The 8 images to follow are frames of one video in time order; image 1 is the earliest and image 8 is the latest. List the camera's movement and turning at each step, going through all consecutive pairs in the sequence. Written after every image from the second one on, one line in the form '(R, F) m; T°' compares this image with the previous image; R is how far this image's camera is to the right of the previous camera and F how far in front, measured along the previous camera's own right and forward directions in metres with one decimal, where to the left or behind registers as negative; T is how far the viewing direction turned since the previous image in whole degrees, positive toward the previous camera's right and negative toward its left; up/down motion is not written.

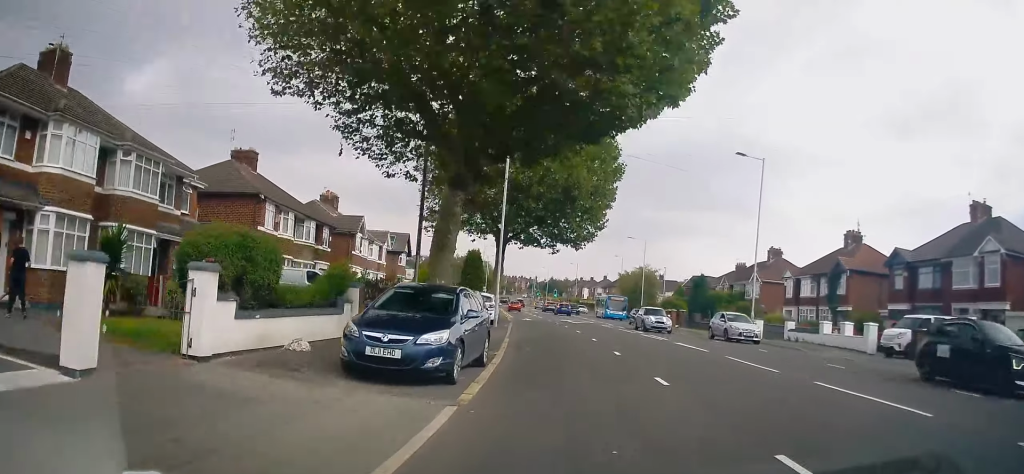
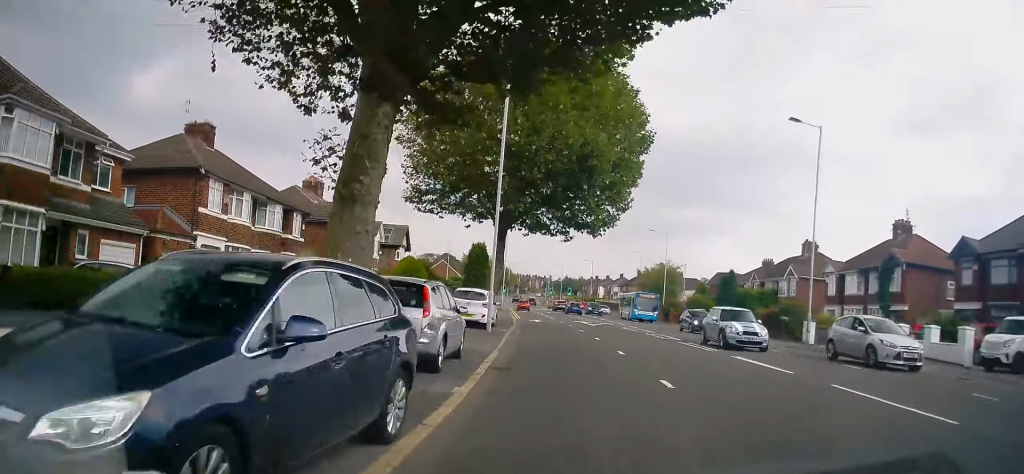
(+0.2, +6.5) m; -1°
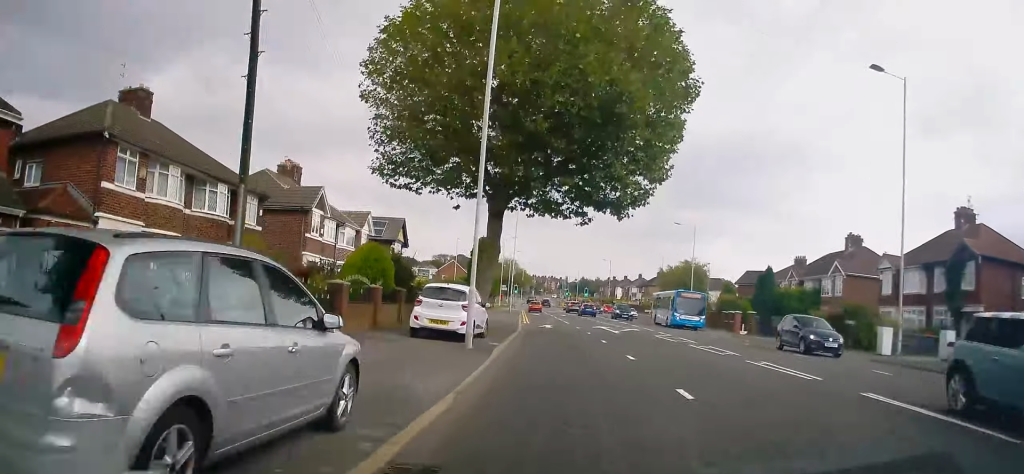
(-0.4, +7.0) m; -3°
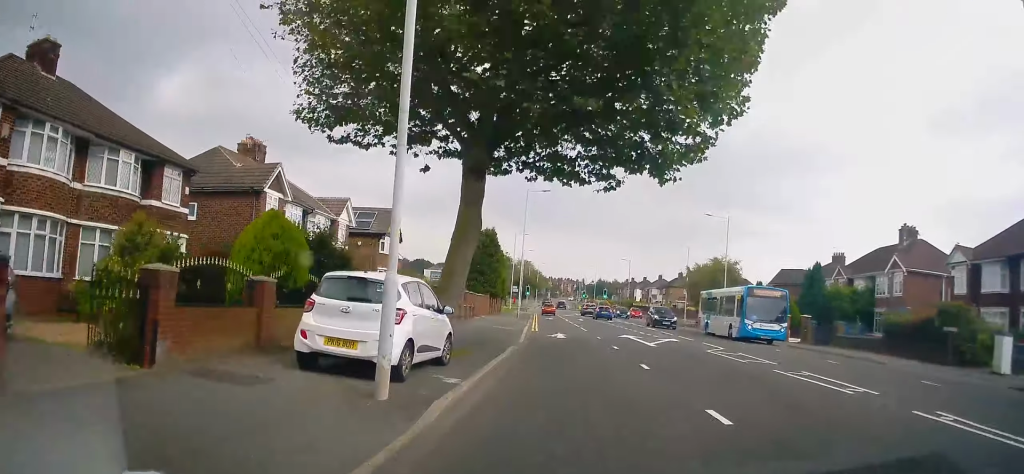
(-0.2, +7.5) m; -2°
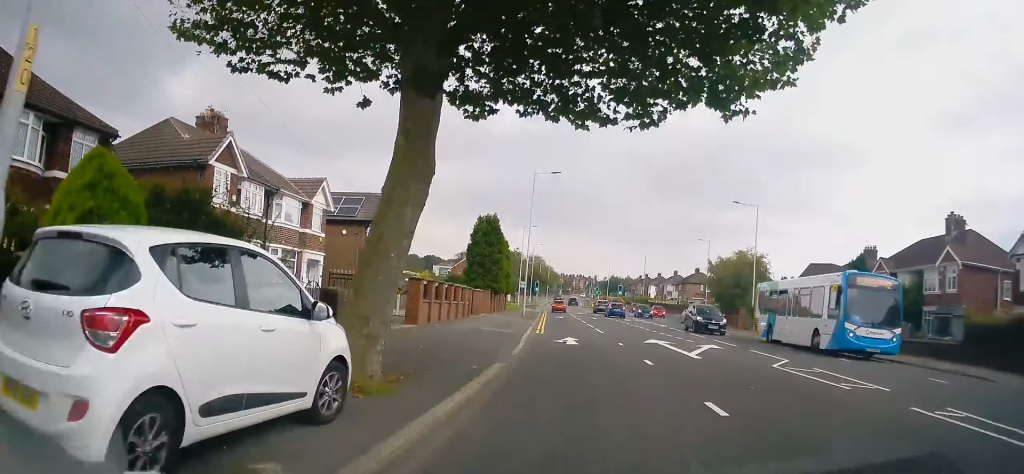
(0.0, +5.5) m; -1°
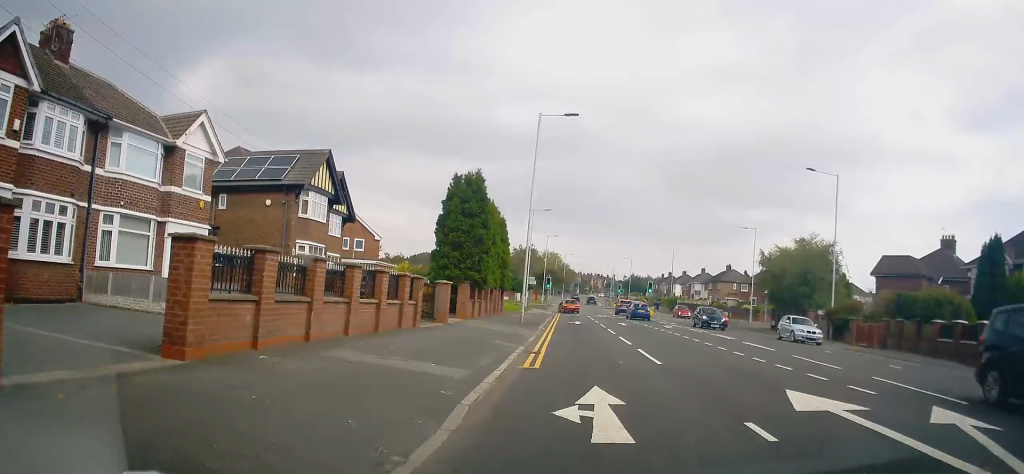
(-0.3, +13.1) m; 0°
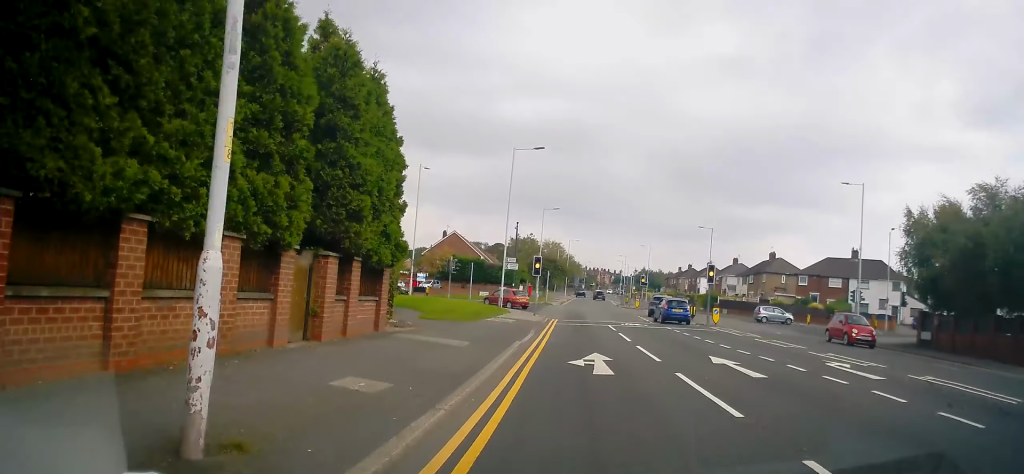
(-0.3, +24.6) m; -3°
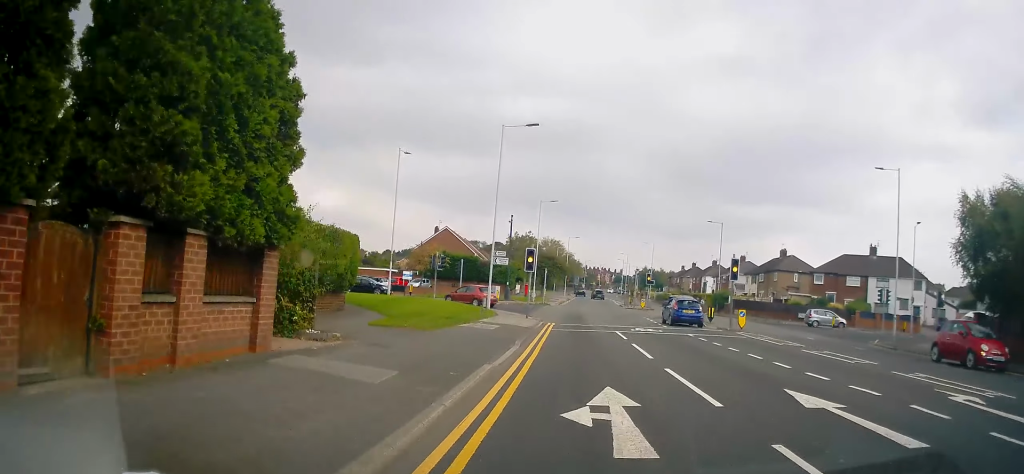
(+0.1, +5.5) m; 0°
